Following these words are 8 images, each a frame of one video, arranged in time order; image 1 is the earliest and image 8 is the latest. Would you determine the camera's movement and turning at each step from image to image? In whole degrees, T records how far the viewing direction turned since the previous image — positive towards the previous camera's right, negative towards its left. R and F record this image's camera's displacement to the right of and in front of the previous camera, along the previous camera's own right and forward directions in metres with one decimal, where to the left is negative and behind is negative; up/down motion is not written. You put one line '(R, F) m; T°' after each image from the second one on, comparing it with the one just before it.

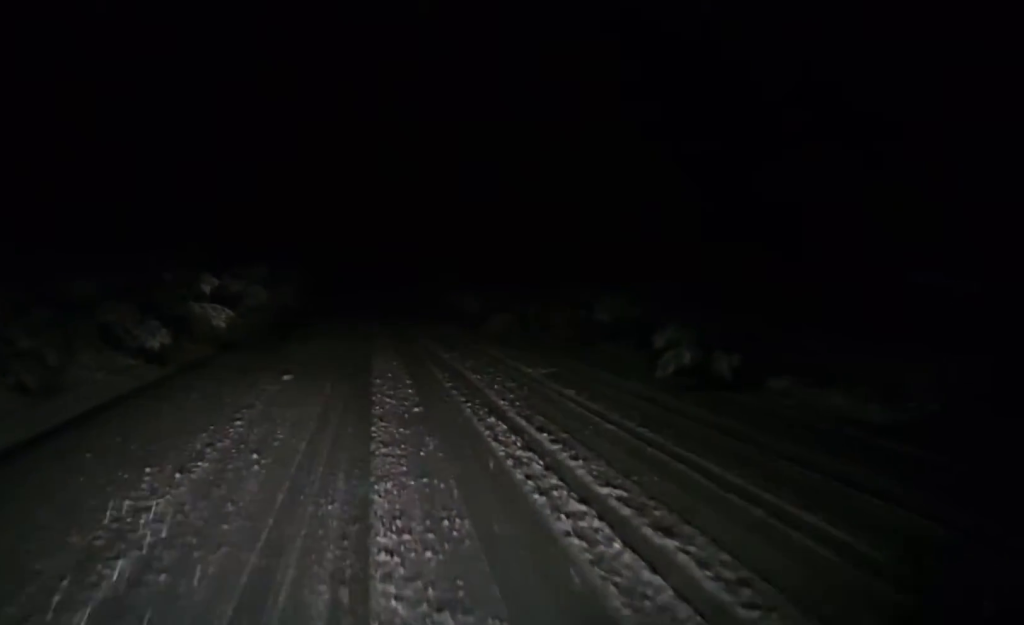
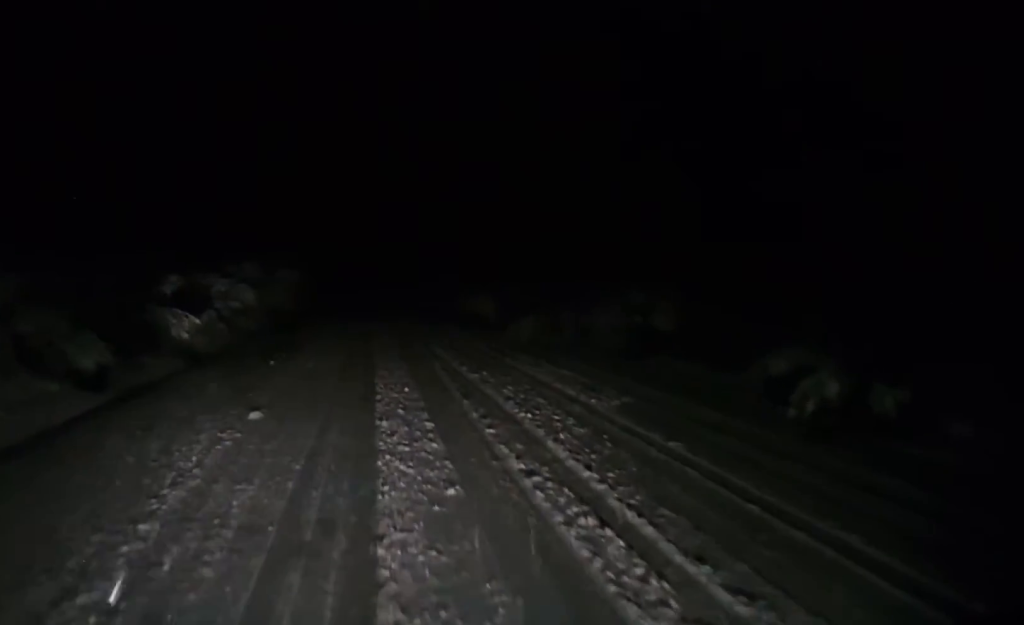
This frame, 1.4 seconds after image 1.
(+0.3, +5.6) m; -1°
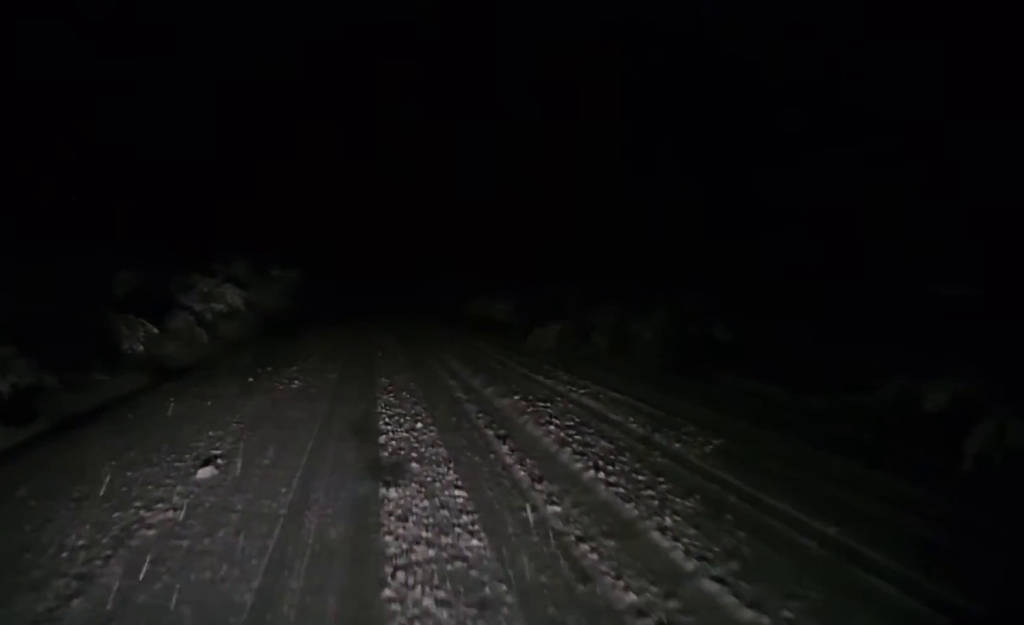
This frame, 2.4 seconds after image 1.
(-0.1, +4.0) m; +1°
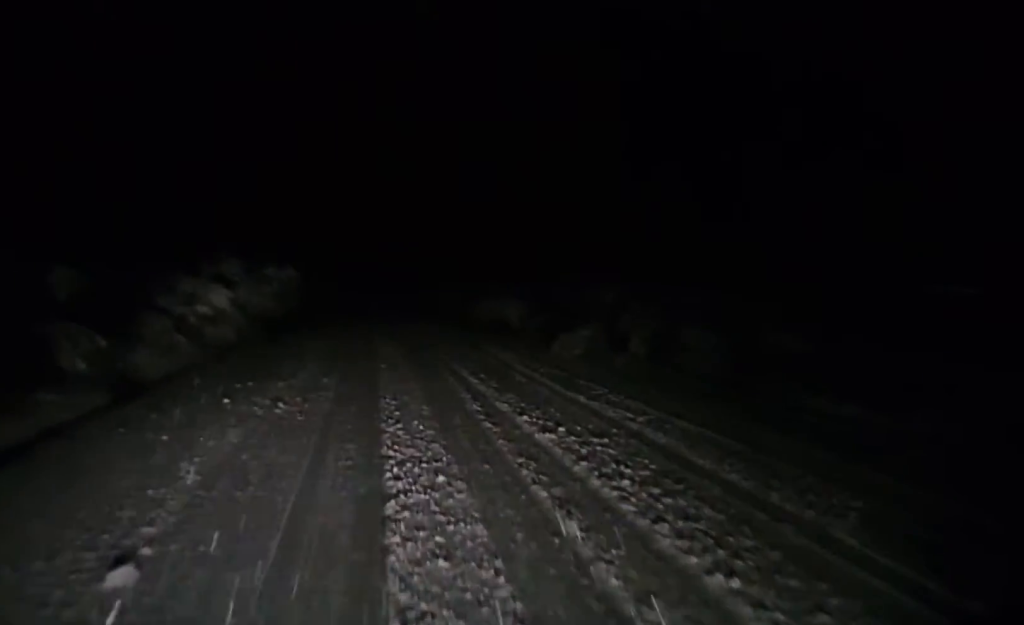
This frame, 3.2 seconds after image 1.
(+0.1, +3.3) m; +1°
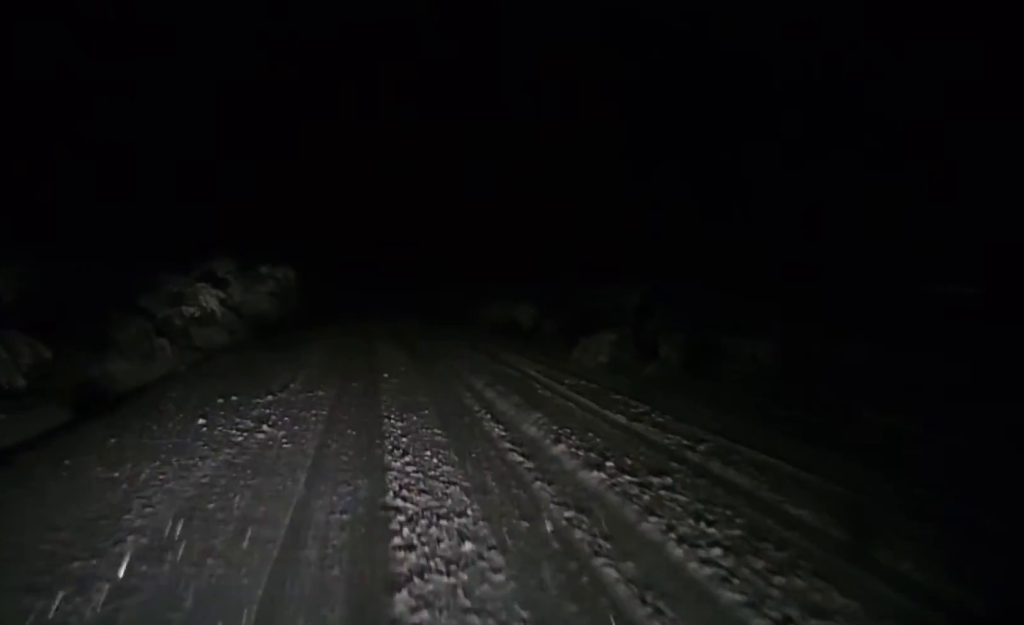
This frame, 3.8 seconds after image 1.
(0.0, +2.3) m; 0°
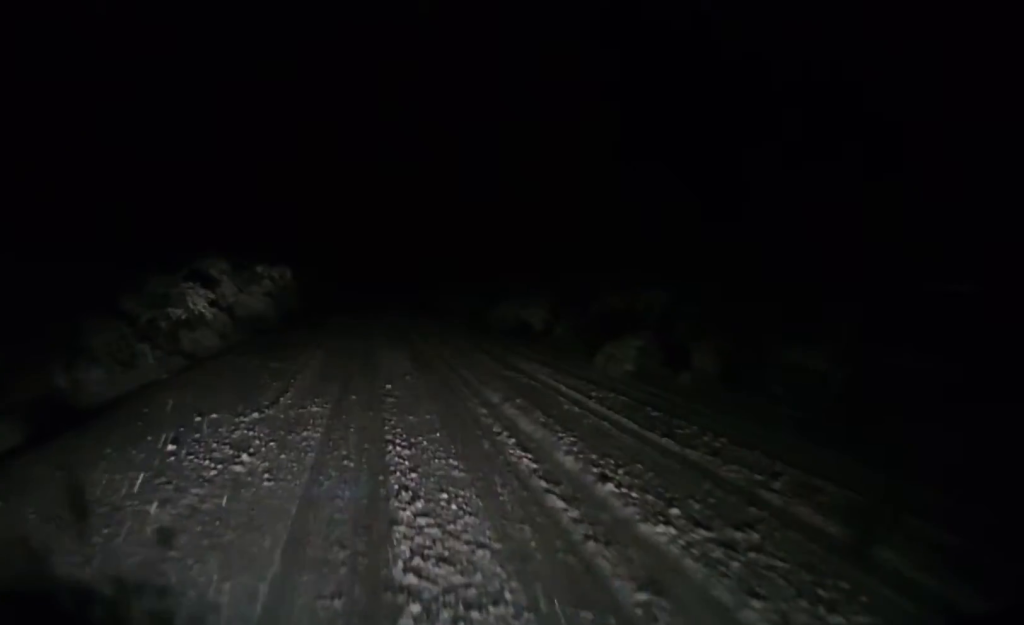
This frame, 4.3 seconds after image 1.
(-0.1, +2.0) m; -1°
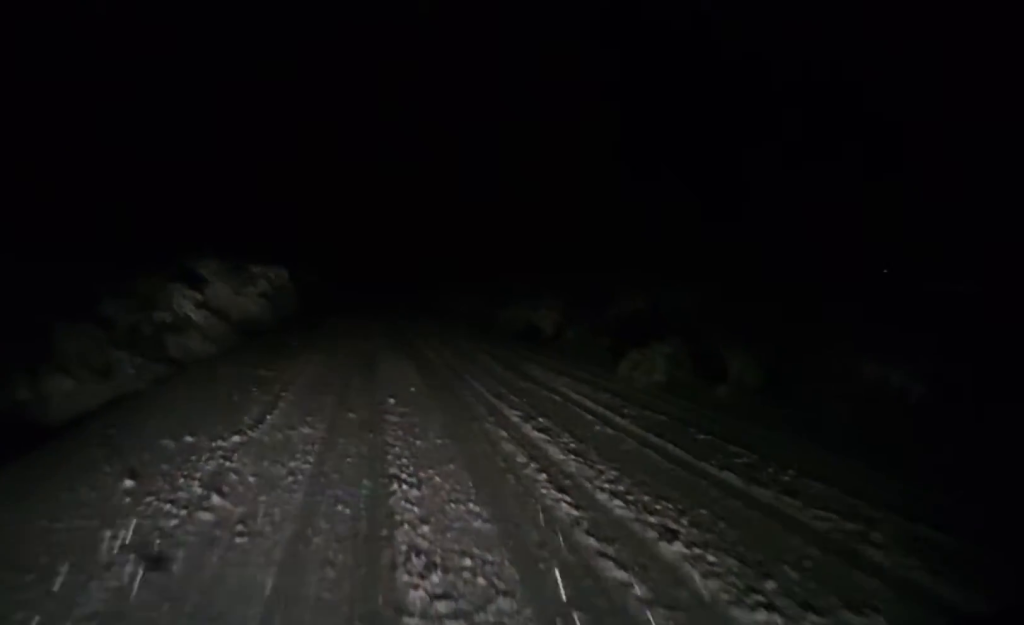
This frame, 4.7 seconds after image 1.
(0.0, +1.8) m; 0°
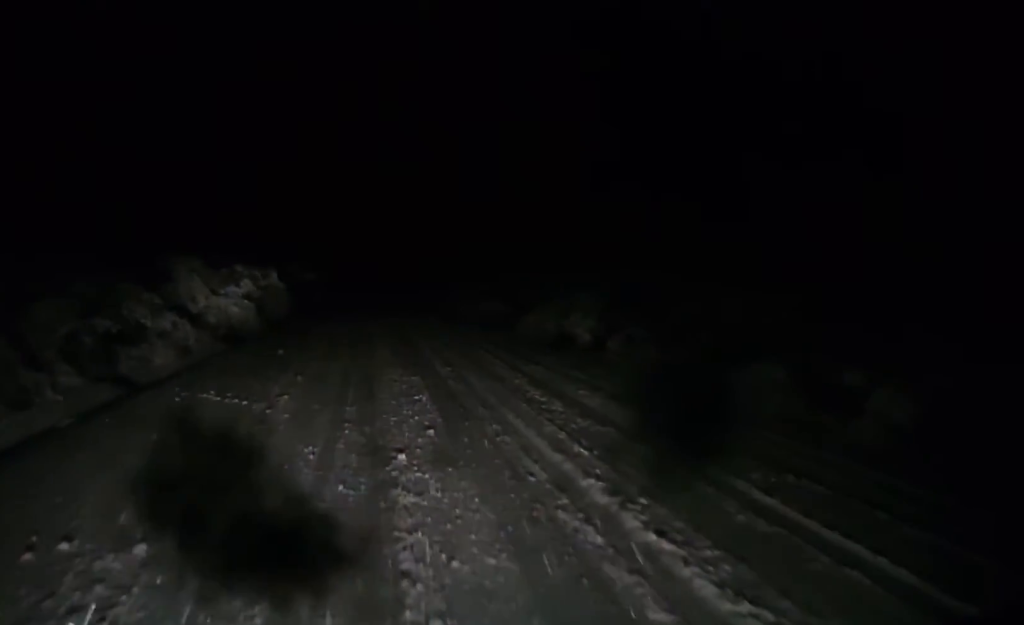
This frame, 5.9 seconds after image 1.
(+0.2, +4.7) m; +5°
